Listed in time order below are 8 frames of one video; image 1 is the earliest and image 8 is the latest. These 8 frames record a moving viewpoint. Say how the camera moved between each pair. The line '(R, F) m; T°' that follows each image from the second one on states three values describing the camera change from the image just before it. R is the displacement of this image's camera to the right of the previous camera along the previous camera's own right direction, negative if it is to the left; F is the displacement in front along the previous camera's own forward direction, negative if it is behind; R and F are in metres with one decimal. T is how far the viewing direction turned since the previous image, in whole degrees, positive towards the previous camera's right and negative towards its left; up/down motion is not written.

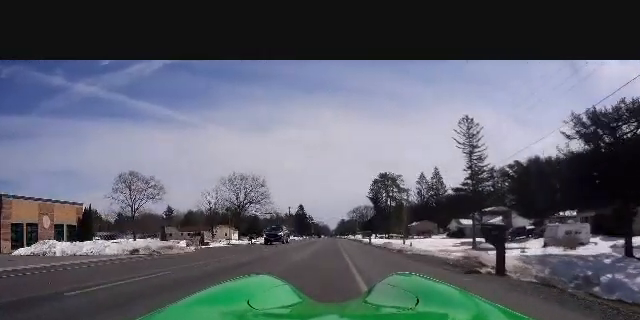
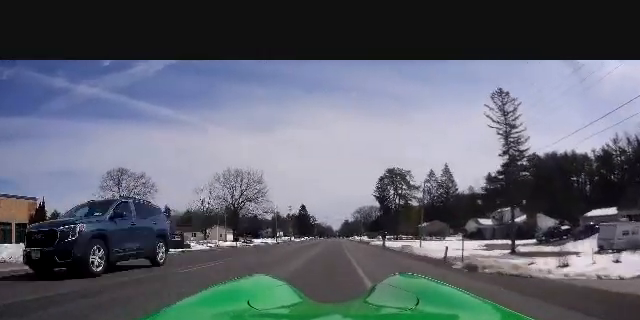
(-0.1, +8.9) m; +1°
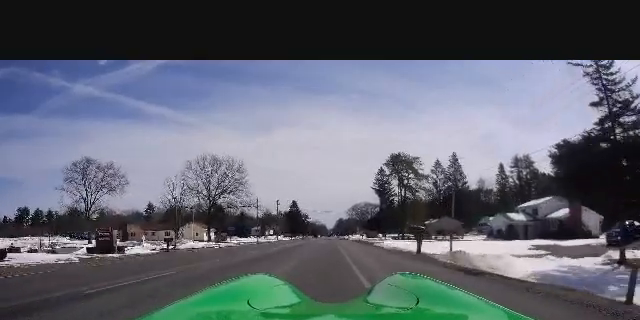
(+0.6, +15.2) m; +4°
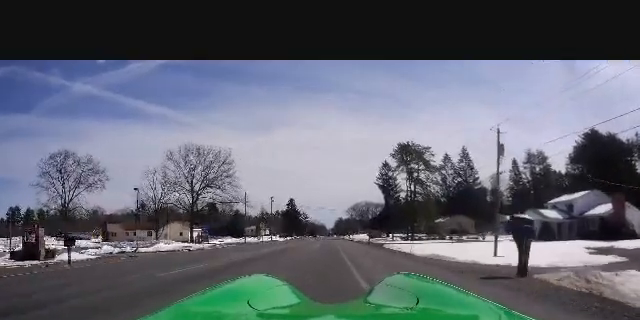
(0.0, +9.9) m; -2°
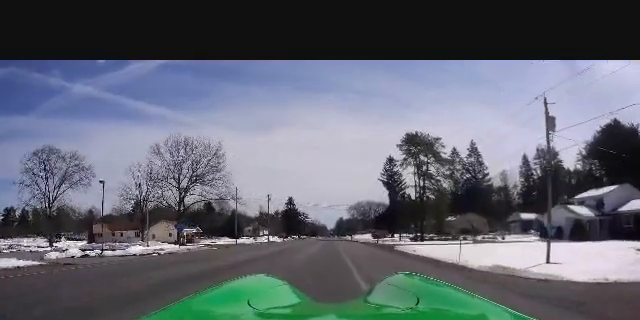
(-0.1, +6.6) m; 0°
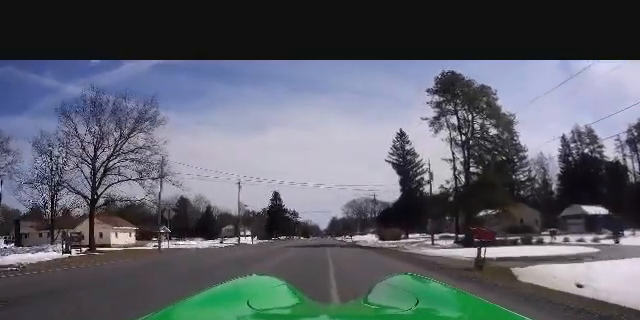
(+0.6, +23.9) m; +1°
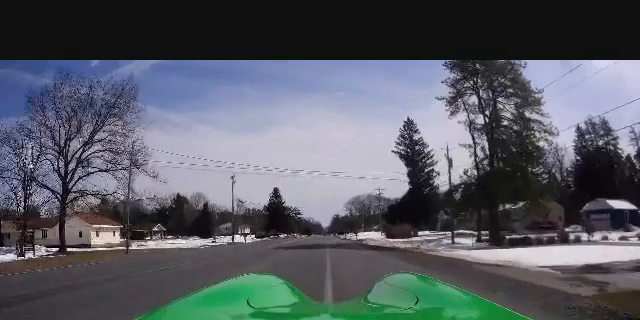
(-0.4, +6.0) m; -1°
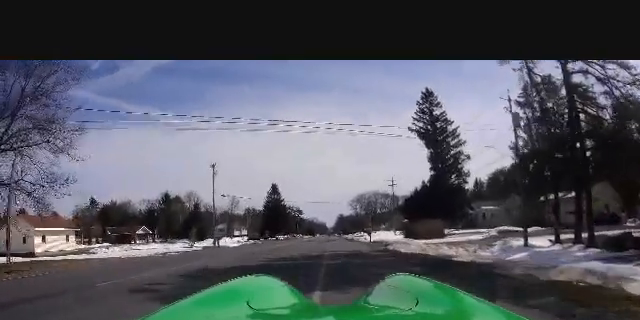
(+0.4, +12.8) m; 0°
